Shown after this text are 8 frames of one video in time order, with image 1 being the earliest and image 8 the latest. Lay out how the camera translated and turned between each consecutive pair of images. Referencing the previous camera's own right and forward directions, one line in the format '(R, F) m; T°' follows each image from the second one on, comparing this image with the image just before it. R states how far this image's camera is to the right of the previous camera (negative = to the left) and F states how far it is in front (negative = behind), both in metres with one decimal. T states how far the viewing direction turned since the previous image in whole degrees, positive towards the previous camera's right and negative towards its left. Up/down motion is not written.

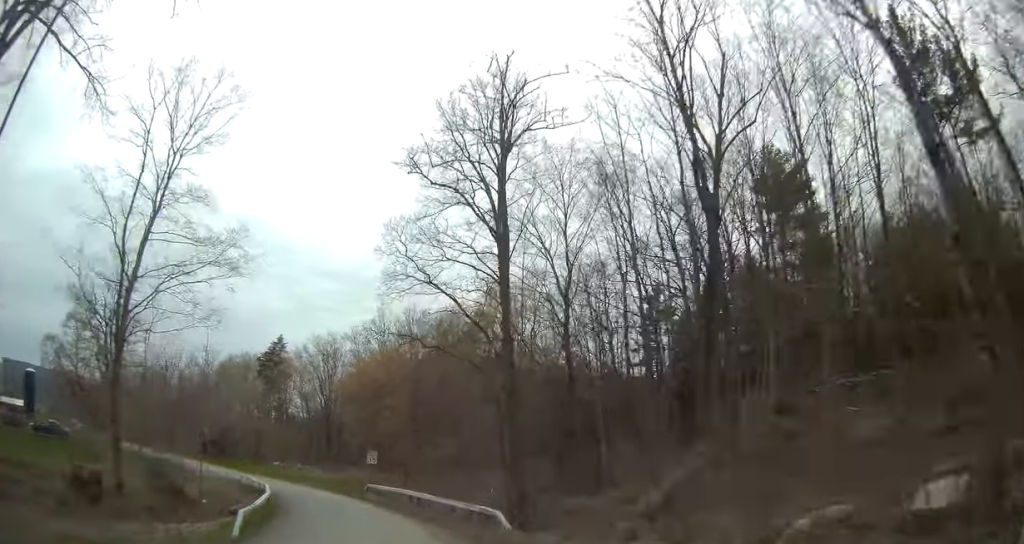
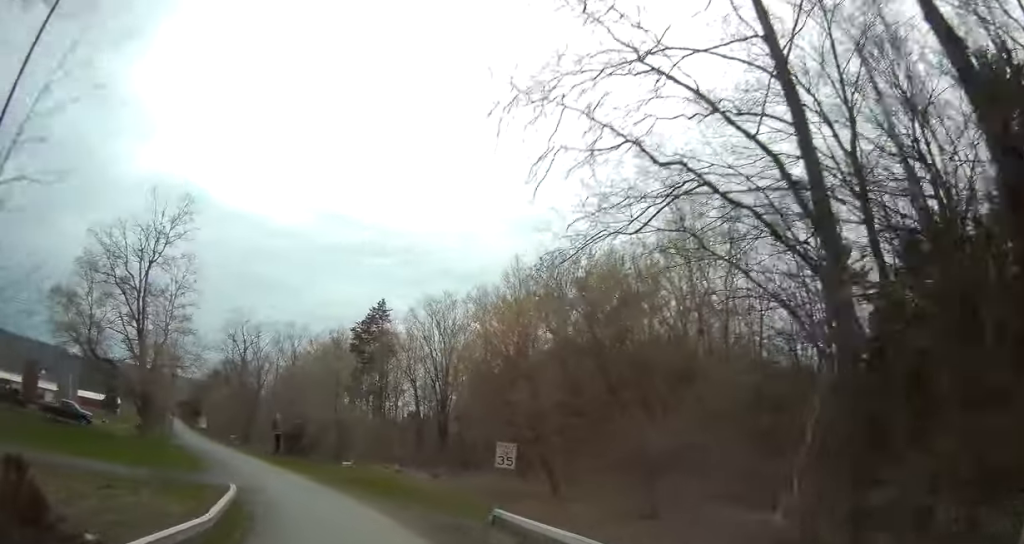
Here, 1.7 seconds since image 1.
(-2.2, +14.8) m; -17°
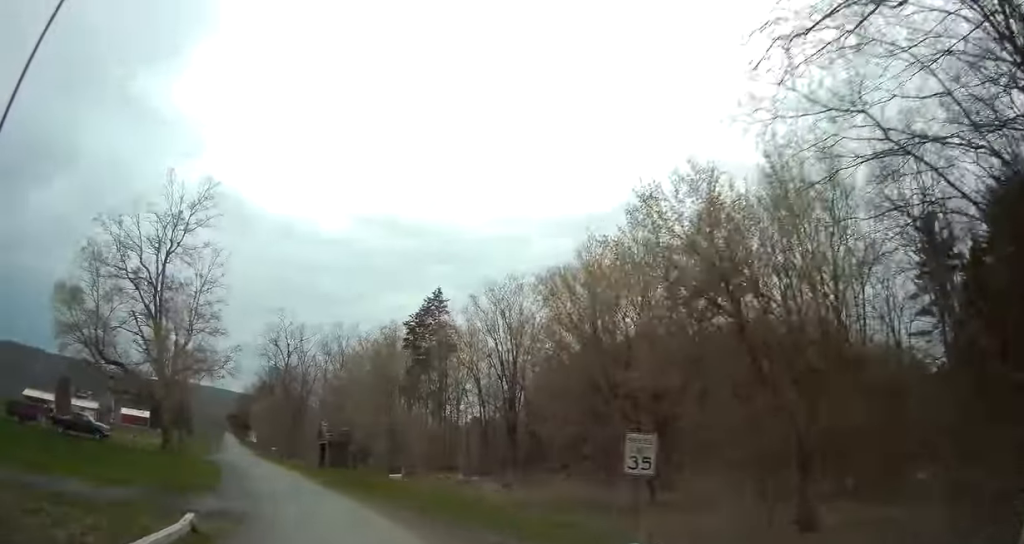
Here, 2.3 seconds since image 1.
(-0.4, +6.6) m; -5°
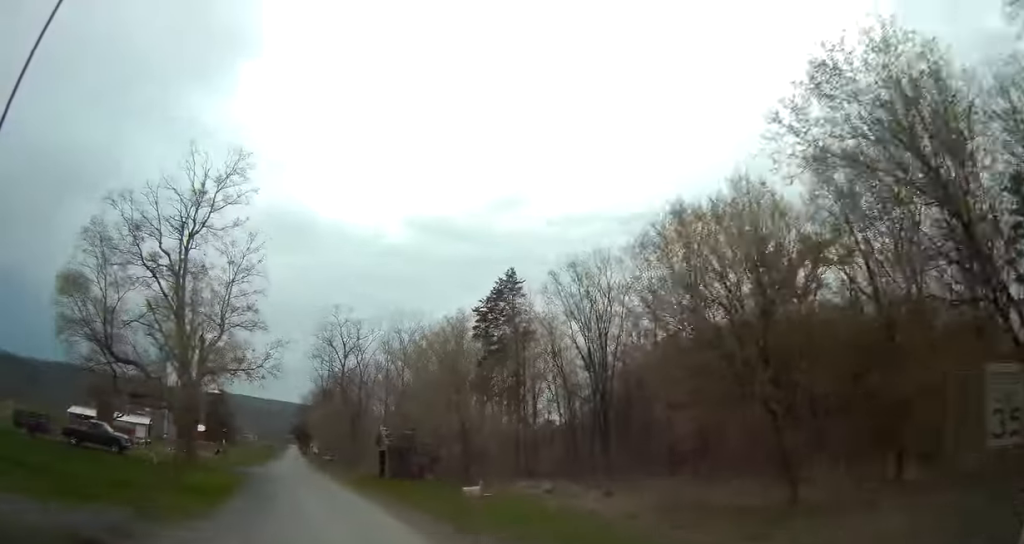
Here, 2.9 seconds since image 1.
(-0.2, +7.4) m; -4°
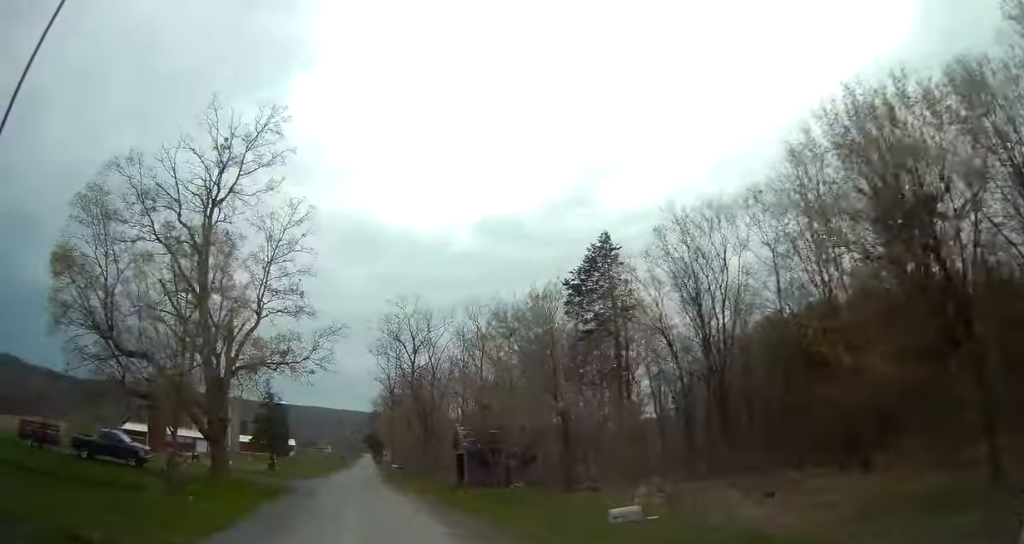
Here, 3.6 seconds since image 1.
(-0.4, +8.3) m; -3°
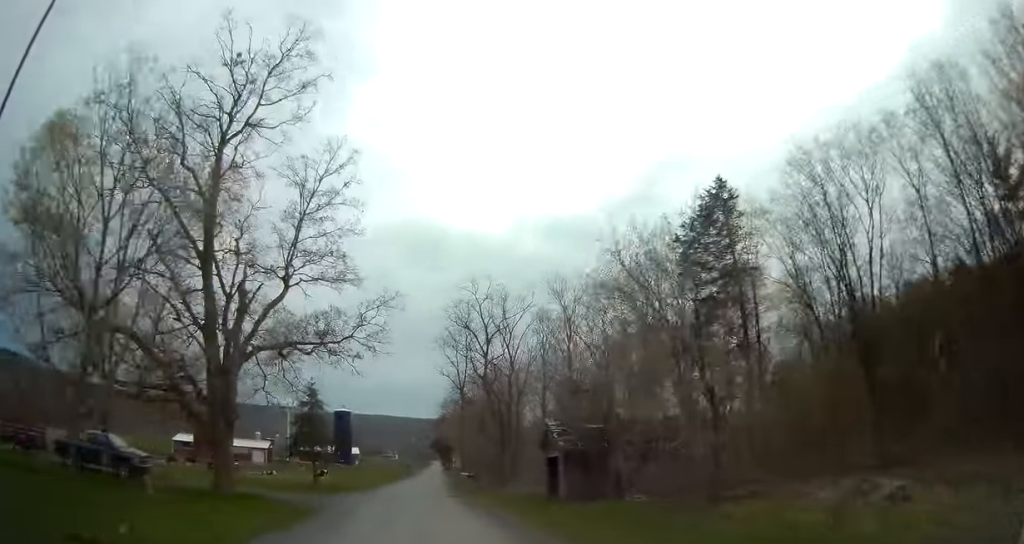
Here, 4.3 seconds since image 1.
(-0.3, +9.6) m; -3°
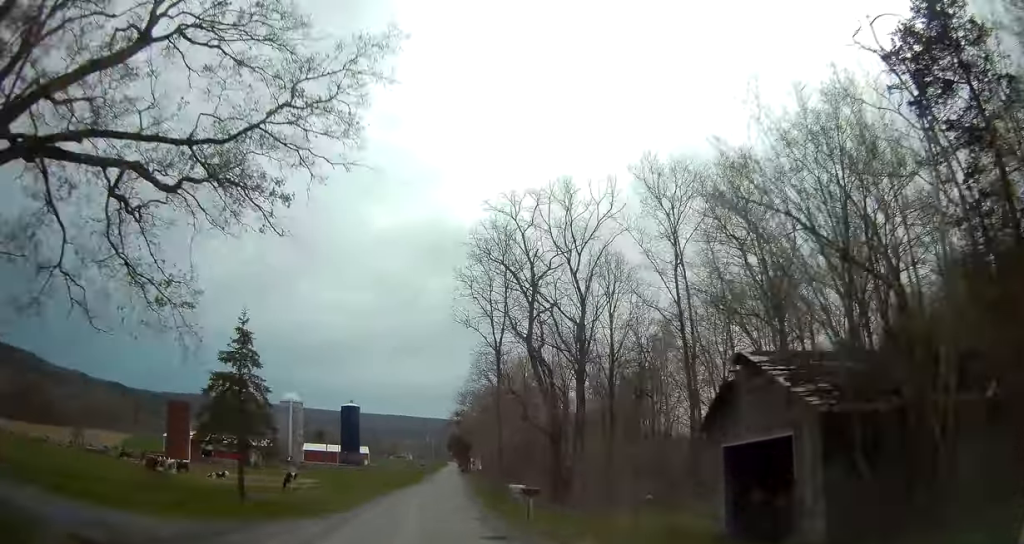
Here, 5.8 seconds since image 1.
(-0.9, +20.2) m; -4°
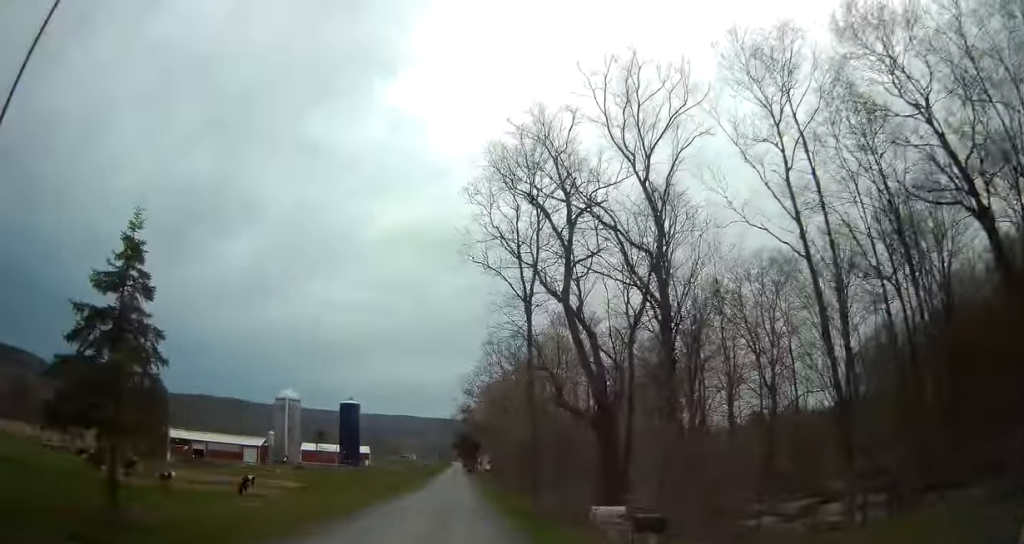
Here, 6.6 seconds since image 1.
(0.0, +10.8) m; +1°
